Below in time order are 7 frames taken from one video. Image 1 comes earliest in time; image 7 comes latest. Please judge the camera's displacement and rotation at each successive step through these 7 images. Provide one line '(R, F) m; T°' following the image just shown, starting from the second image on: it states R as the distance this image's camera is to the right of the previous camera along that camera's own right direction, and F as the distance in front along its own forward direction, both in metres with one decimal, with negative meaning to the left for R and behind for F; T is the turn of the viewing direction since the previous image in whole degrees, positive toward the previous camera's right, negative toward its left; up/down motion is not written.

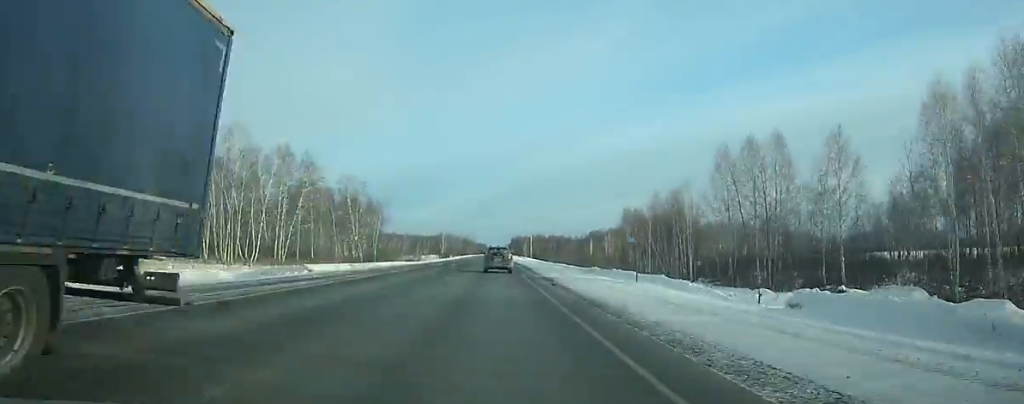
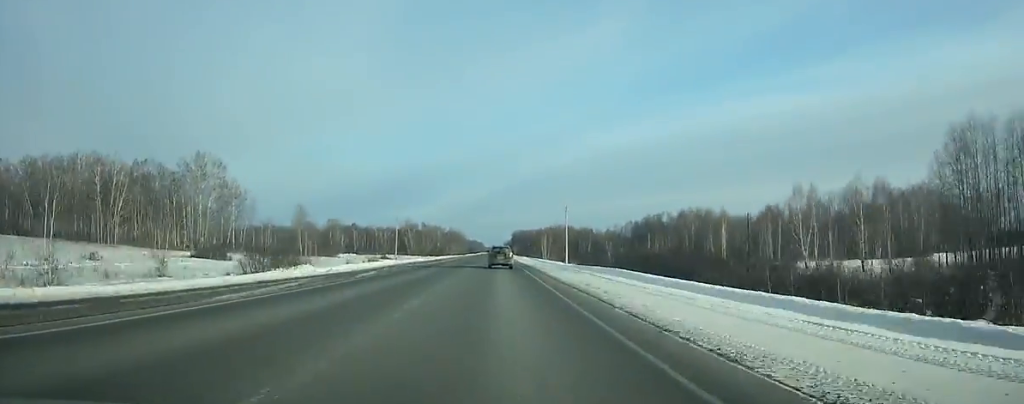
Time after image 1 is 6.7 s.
(+0.2, +170.5) m; 0°
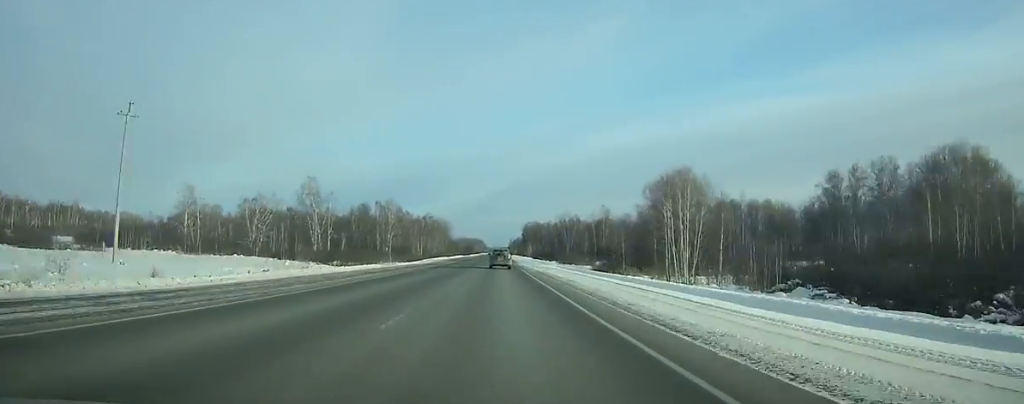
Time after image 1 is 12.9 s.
(0.0, +160.5) m; 0°
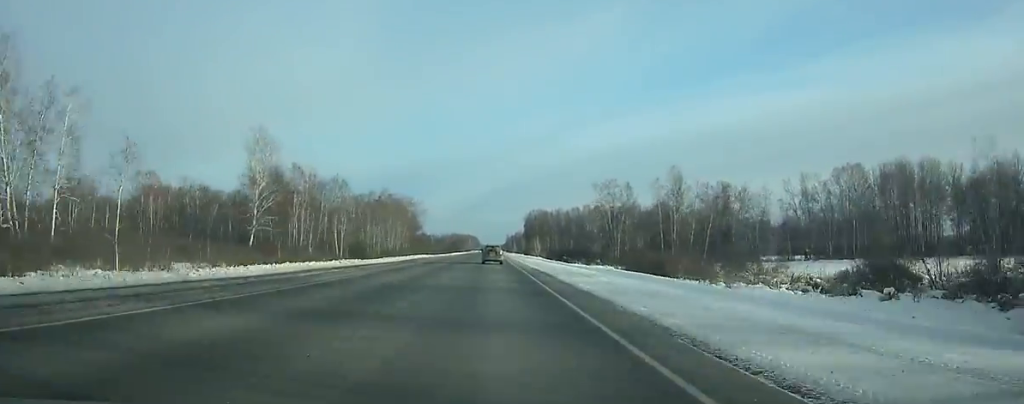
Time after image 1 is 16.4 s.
(0.0, +91.5) m; 0°
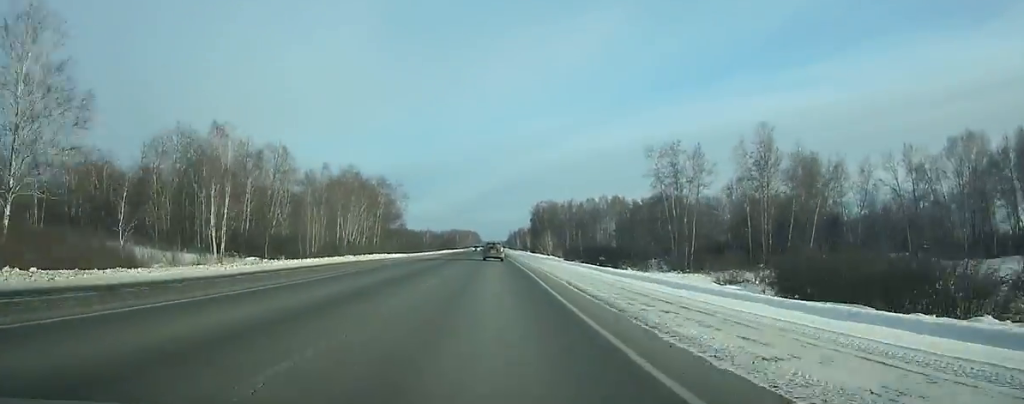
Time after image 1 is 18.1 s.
(0.0, +44.4) m; 0°
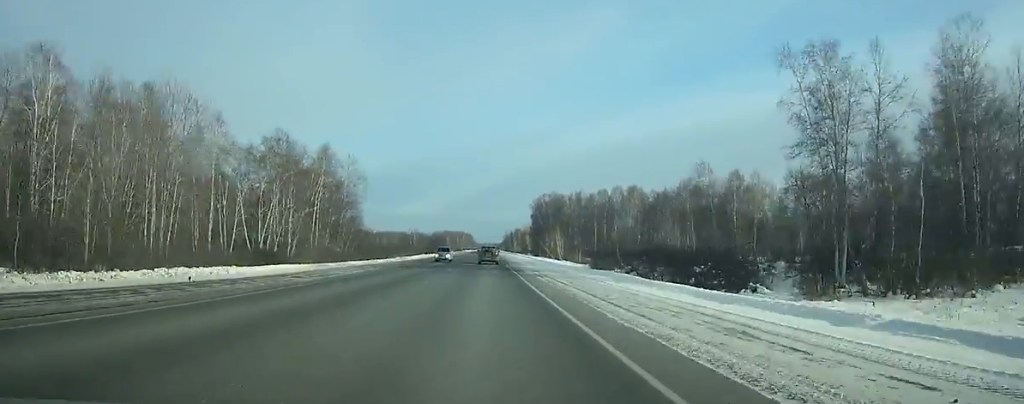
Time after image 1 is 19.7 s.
(0.0, +41.8) m; 0°
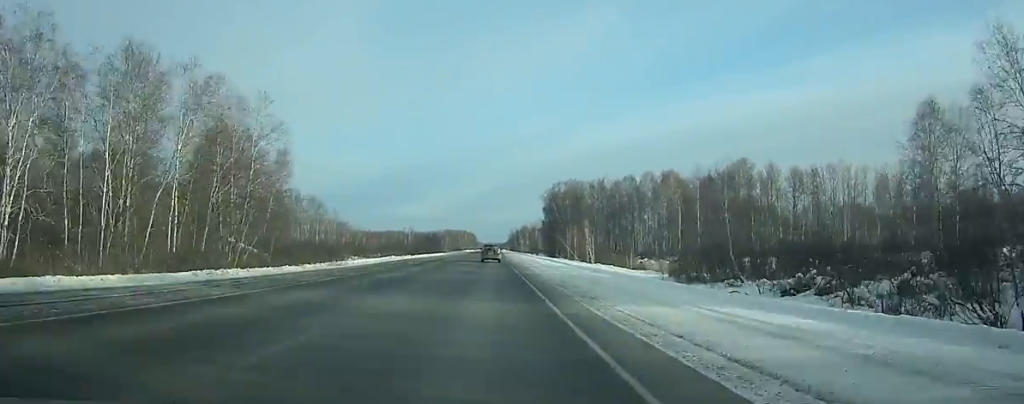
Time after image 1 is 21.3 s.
(+0.1, +41.7) m; 0°
